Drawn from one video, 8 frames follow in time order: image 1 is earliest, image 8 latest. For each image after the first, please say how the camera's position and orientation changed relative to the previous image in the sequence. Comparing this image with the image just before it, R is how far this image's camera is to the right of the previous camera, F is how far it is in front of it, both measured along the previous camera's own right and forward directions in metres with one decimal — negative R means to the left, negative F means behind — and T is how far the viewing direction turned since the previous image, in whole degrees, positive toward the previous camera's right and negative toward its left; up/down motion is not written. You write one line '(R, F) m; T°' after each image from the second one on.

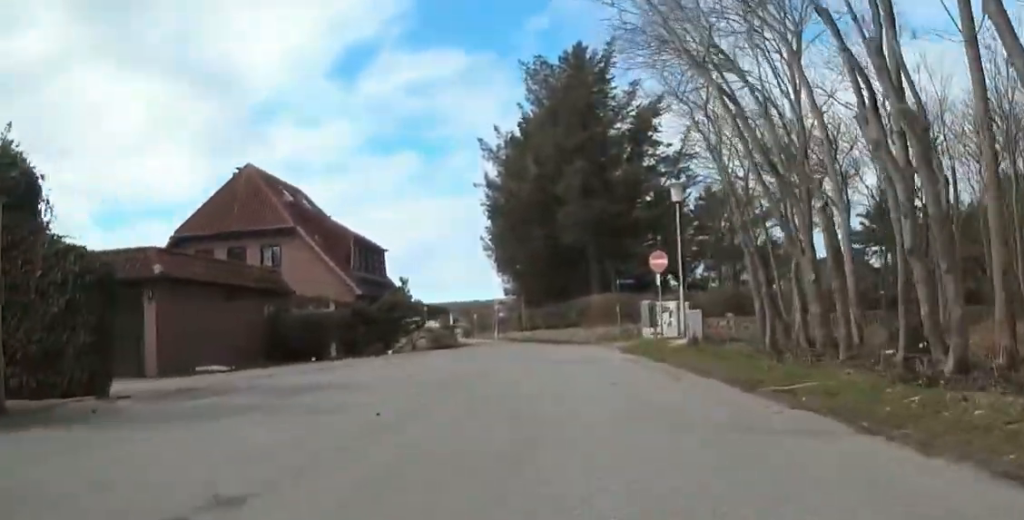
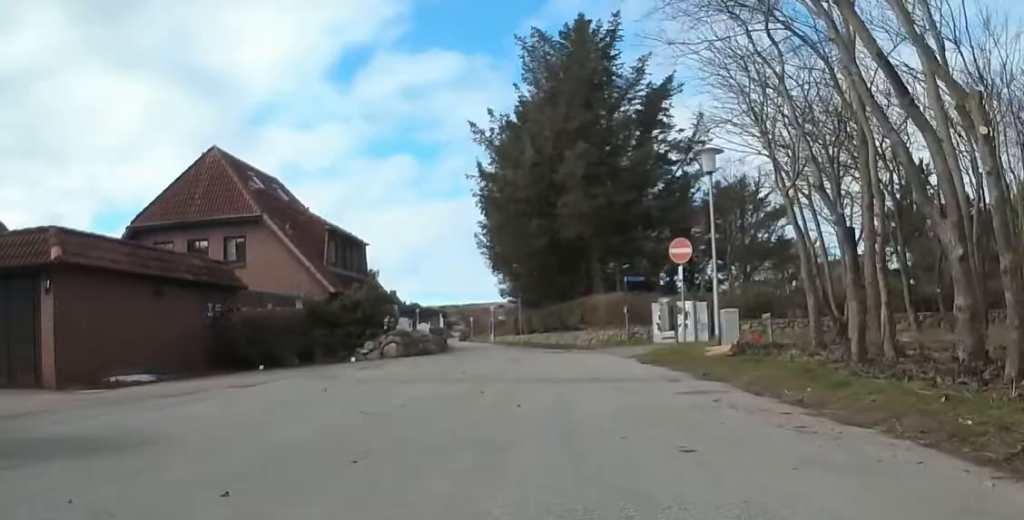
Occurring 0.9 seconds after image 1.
(0.0, +4.4) m; 0°
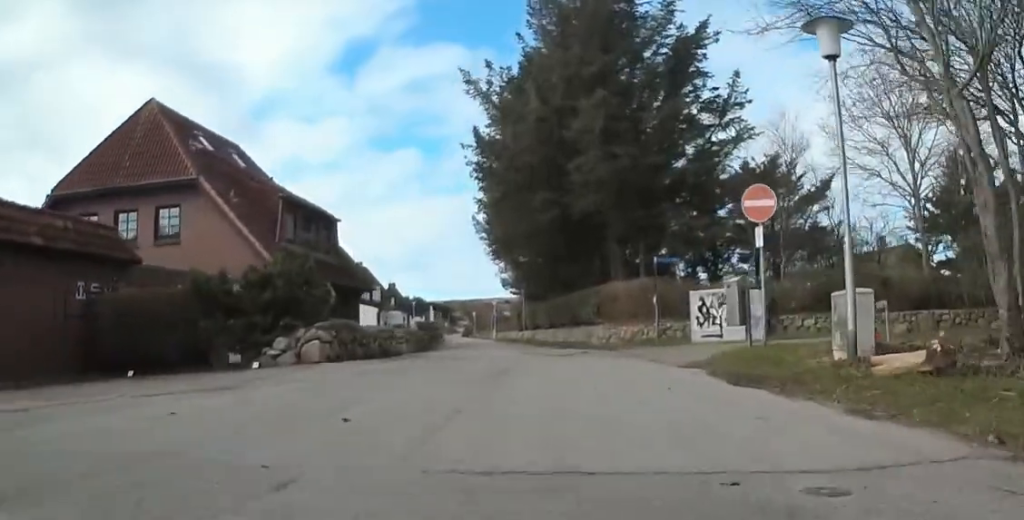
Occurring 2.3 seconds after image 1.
(0.0, +6.9) m; 0°
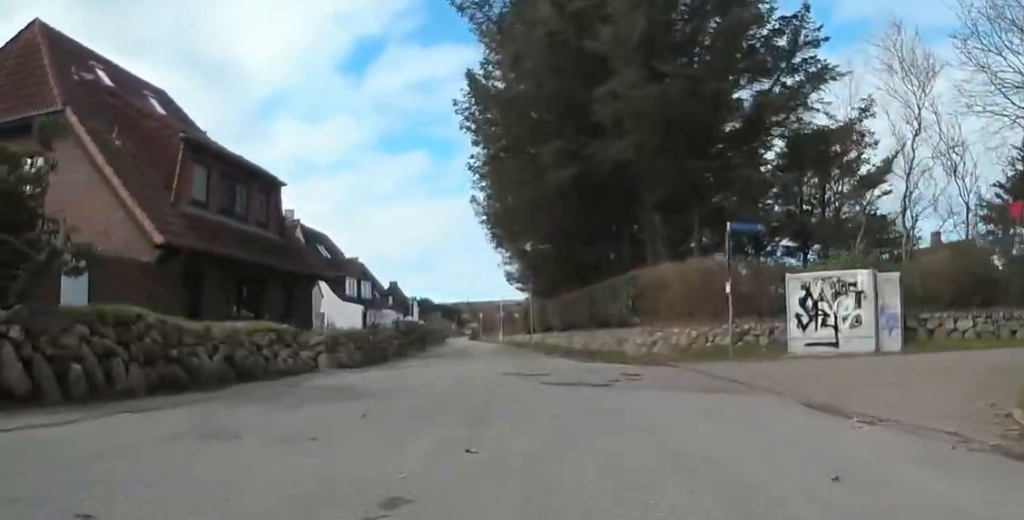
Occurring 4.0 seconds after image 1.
(0.0, +8.9) m; 0°
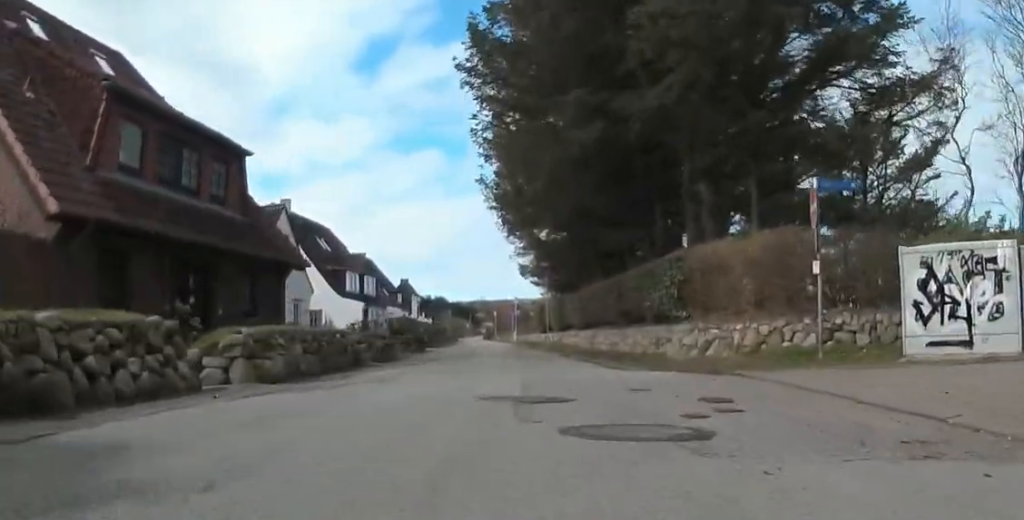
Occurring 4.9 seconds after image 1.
(0.0, +4.6) m; 0°
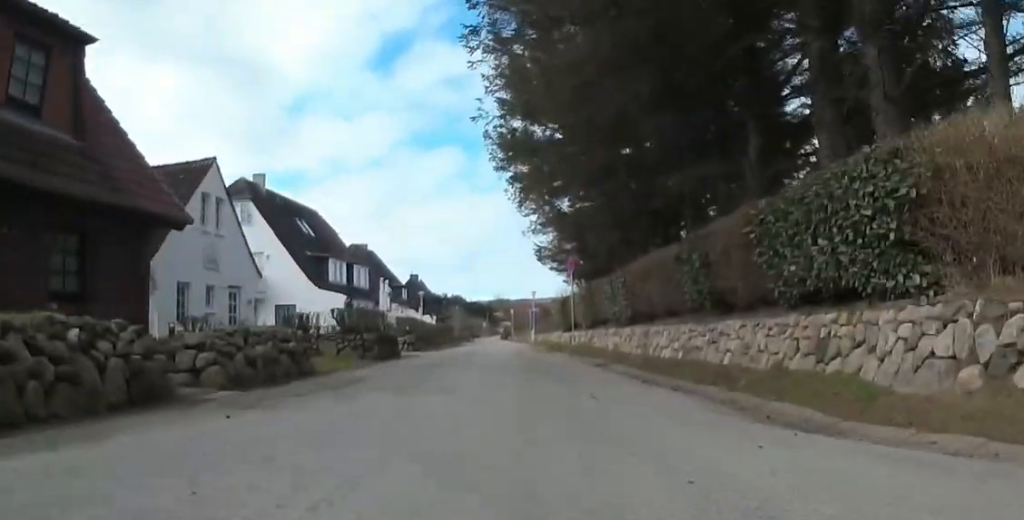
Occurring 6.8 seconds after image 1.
(-0.1, +9.5) m; -14°
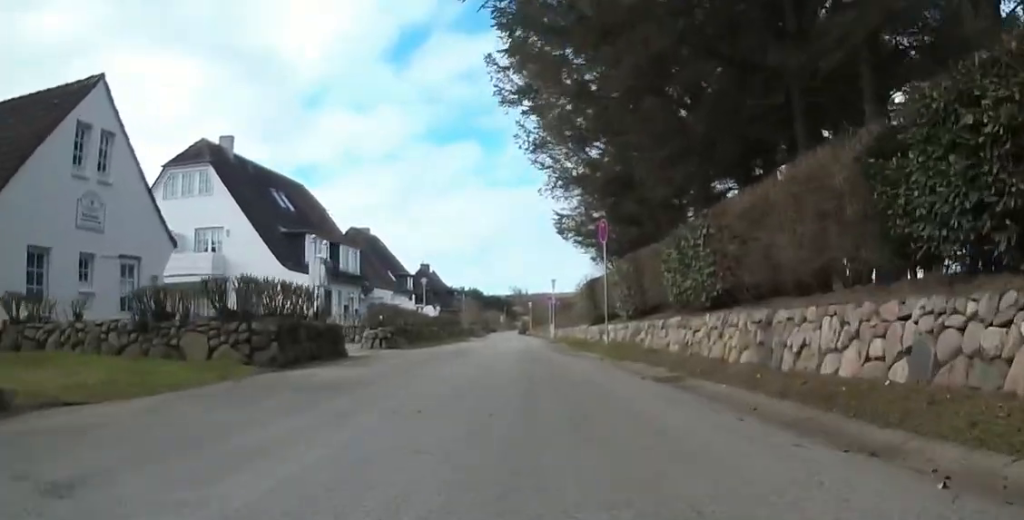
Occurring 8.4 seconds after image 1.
(-1.1, +7.8) m; +3°
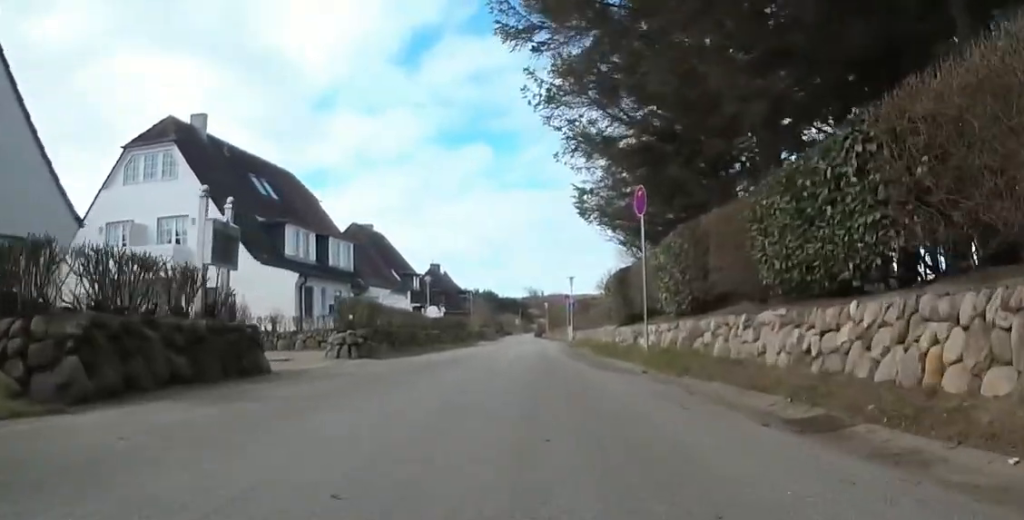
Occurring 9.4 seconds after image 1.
(+0.8, +5.1) m; +10°
